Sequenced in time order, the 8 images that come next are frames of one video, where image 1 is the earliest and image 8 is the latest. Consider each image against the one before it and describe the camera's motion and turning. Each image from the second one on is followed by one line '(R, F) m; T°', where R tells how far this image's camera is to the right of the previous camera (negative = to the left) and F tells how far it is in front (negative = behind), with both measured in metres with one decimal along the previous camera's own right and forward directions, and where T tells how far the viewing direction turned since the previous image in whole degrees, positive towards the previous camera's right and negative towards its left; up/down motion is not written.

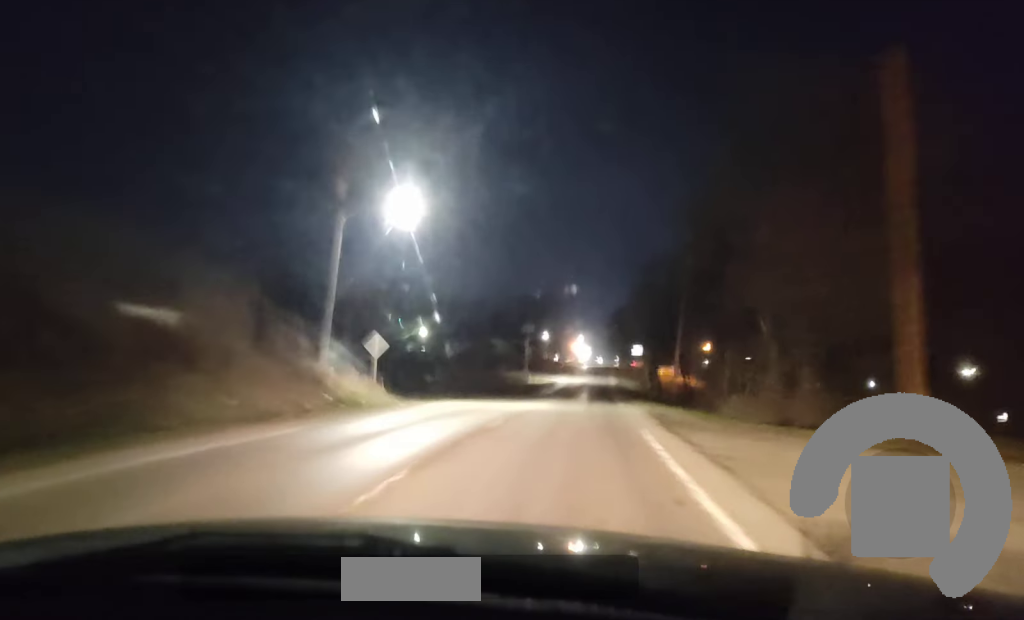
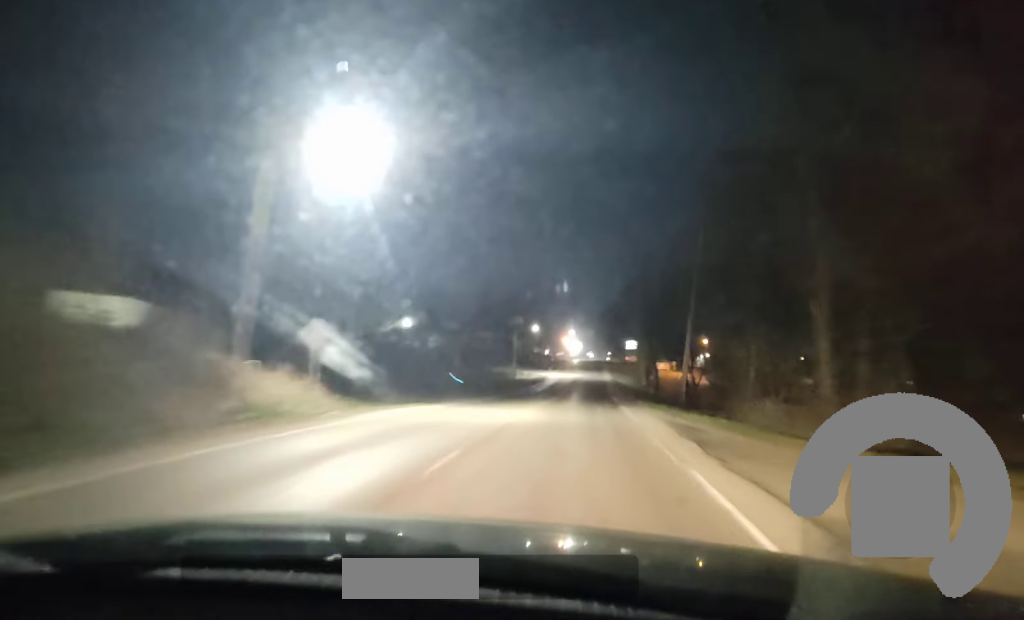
(0.0, +8.8) m; 0°
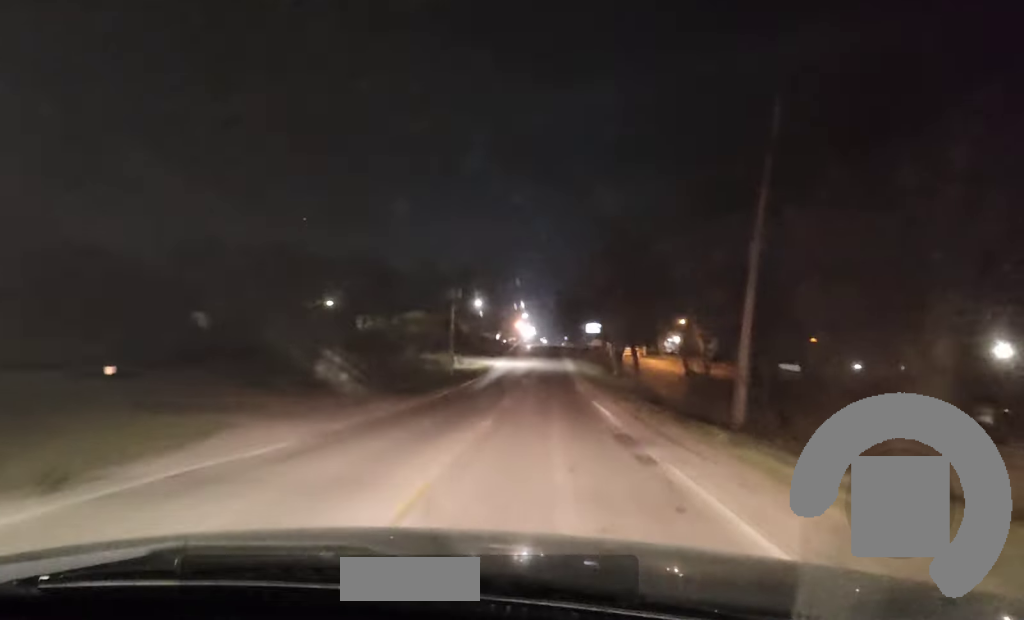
(+0.5, +25.9) m; +2°
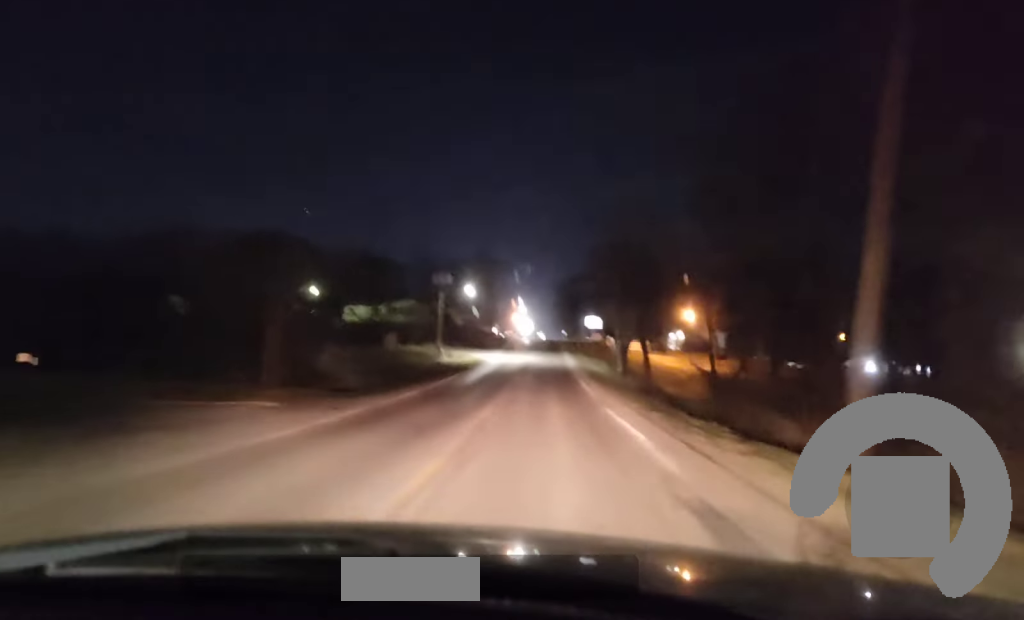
(+0.1, +11.8) m; +1°
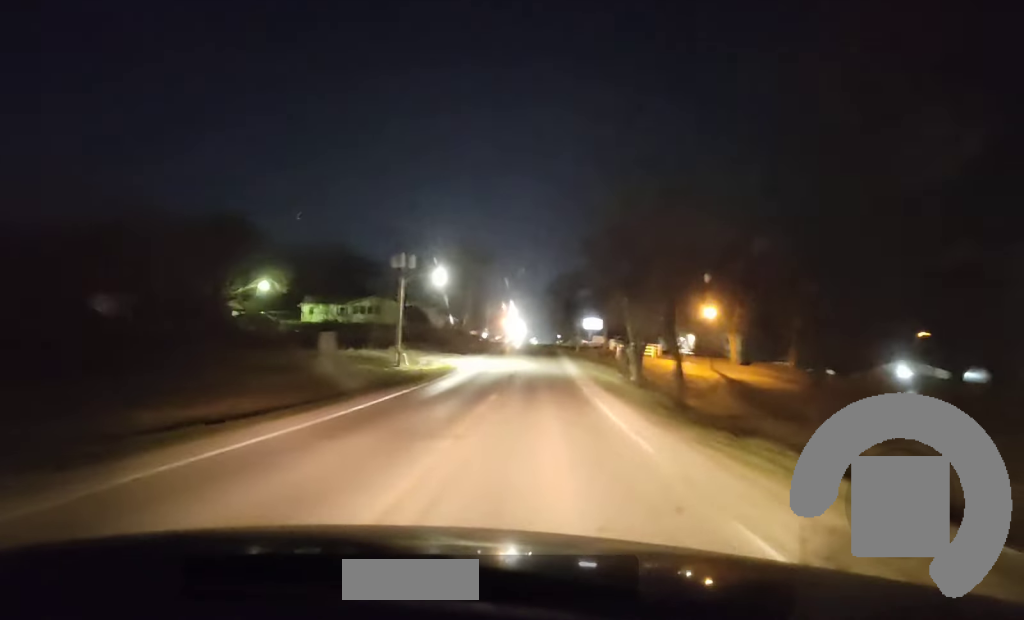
(+0.3, +18.4) m; +1°
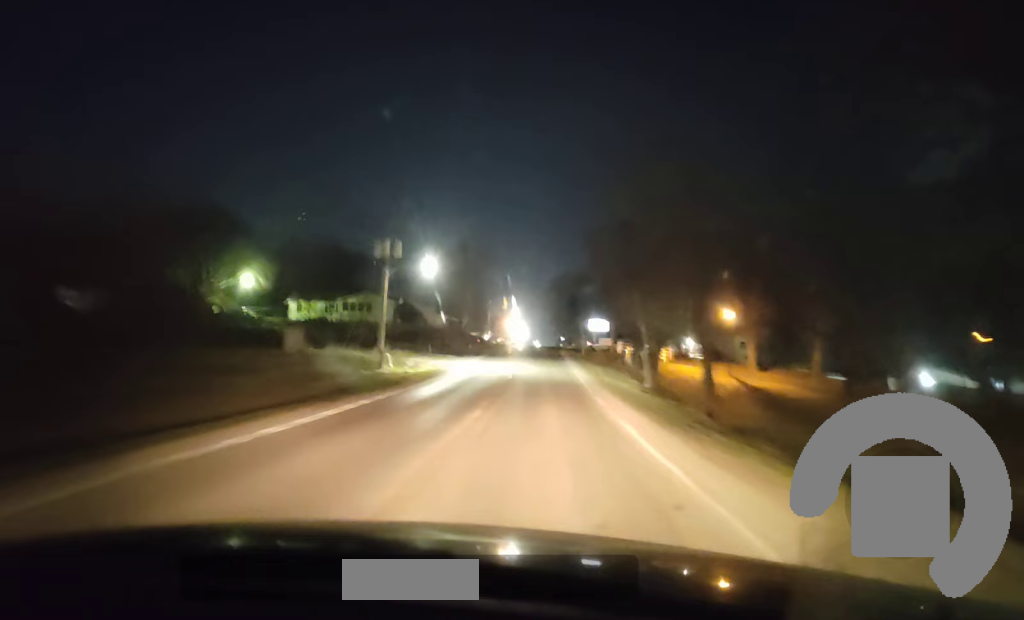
(0.0, +8.1) m; 0°
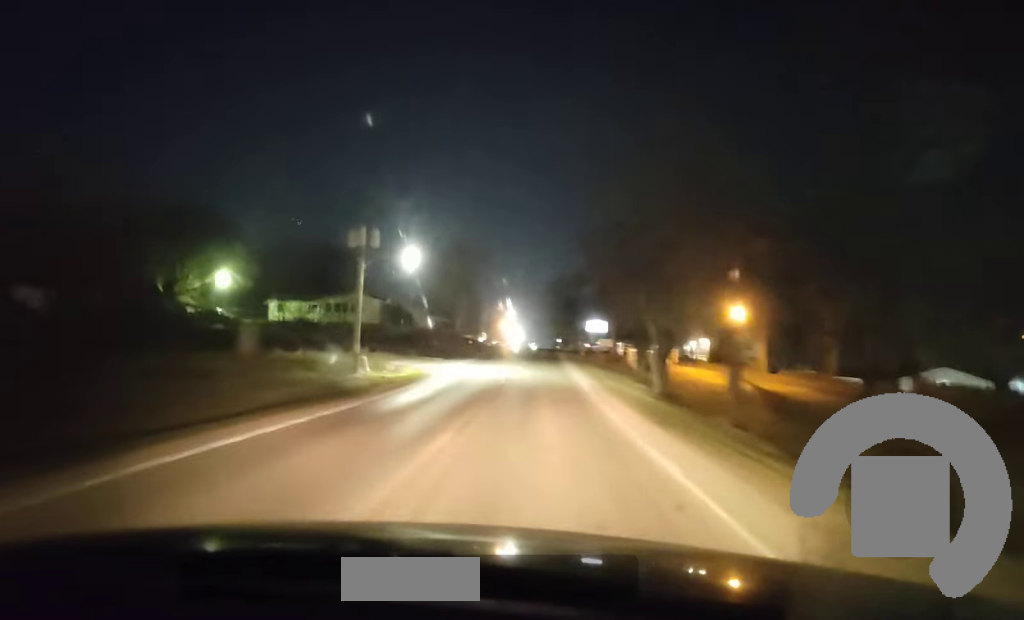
(0.0, +7.3) m; 0°
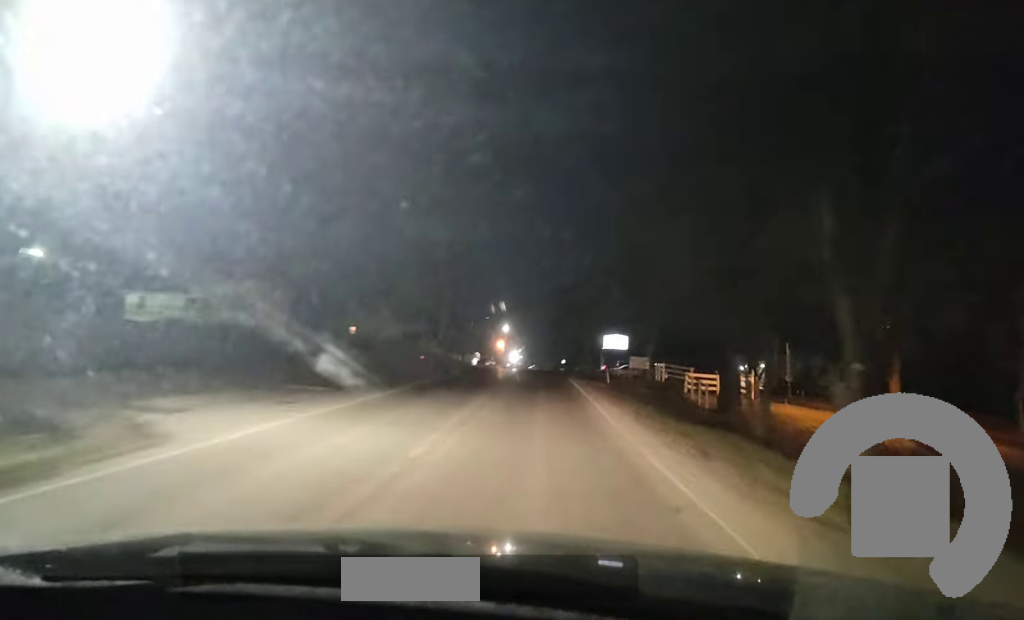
(+0.2, +35.2) m; +1°
